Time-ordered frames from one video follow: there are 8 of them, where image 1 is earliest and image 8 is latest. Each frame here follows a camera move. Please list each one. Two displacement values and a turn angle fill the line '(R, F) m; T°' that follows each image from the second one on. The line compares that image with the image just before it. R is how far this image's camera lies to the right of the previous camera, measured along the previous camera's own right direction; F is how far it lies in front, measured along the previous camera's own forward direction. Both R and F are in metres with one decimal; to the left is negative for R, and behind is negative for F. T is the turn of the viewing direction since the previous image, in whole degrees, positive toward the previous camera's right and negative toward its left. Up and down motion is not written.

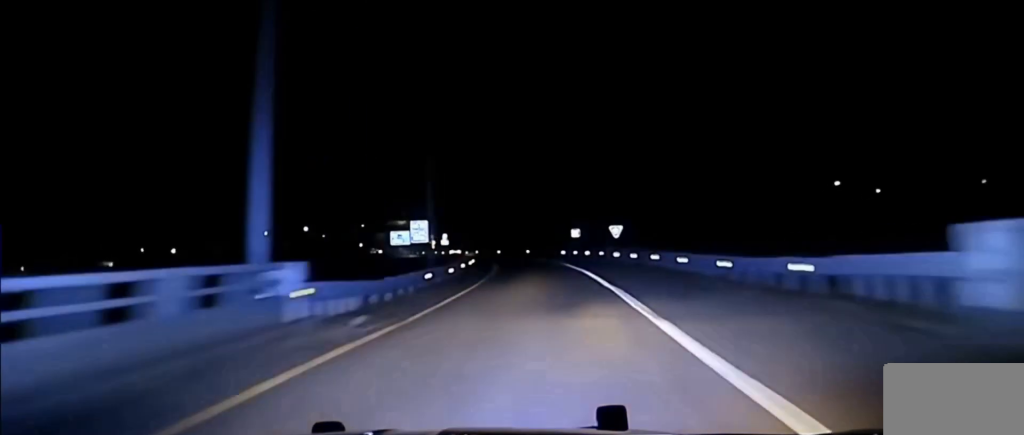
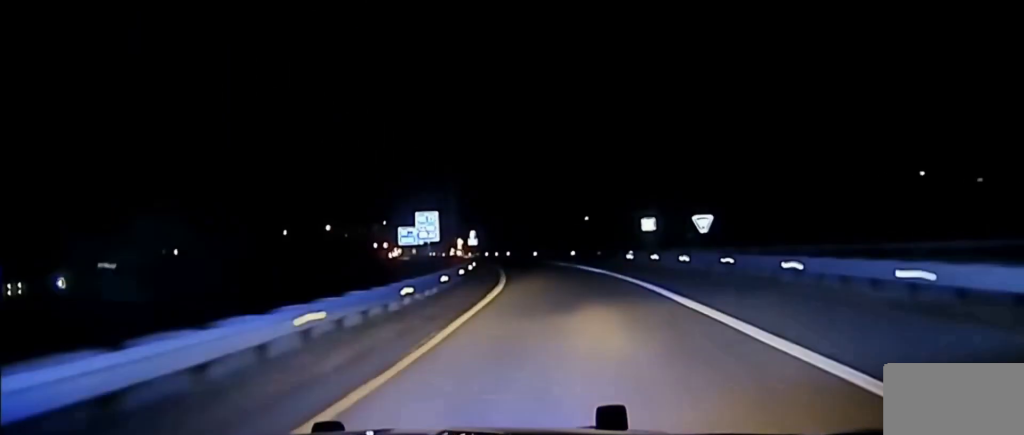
(-0.2, +33.5) m; -1°
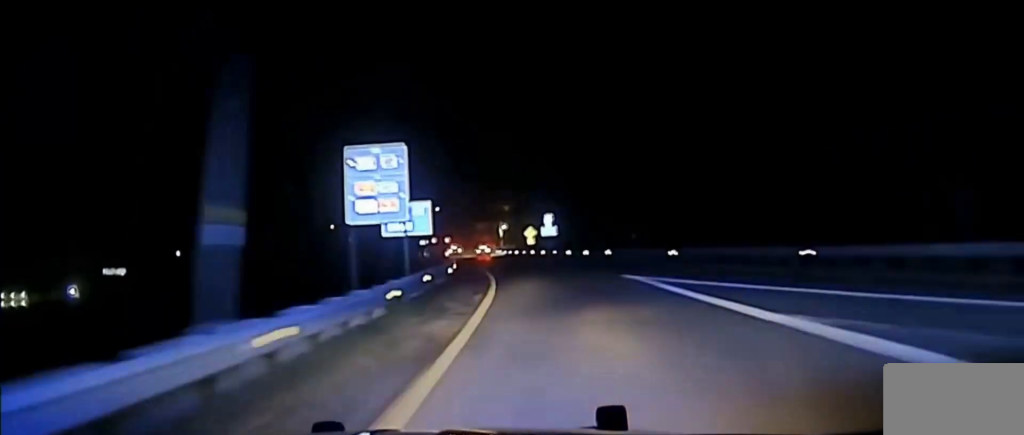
(-2.2, +64.7) m; -5°
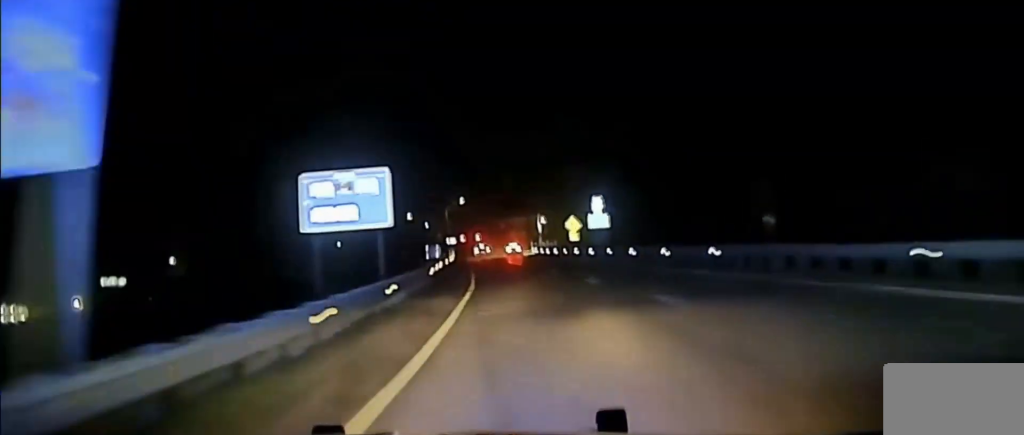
(-0.5, +25.6) m; -3°
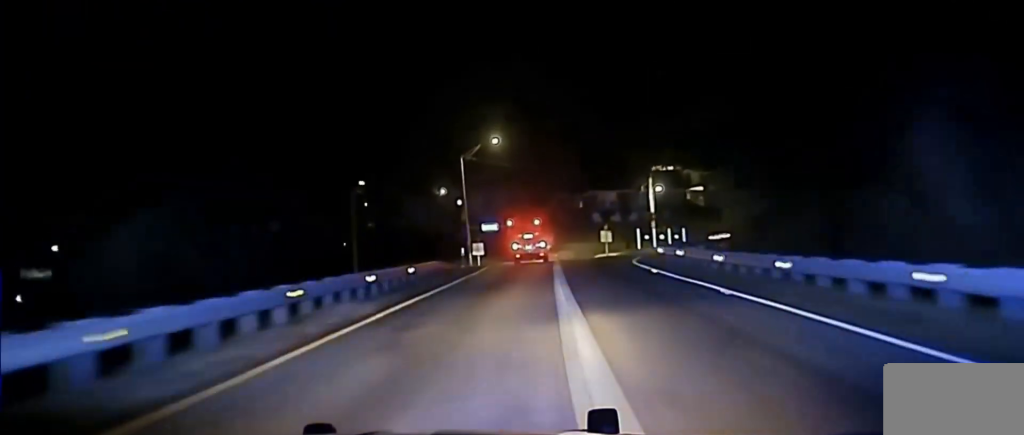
(-6.7, +82.6) m; -8°
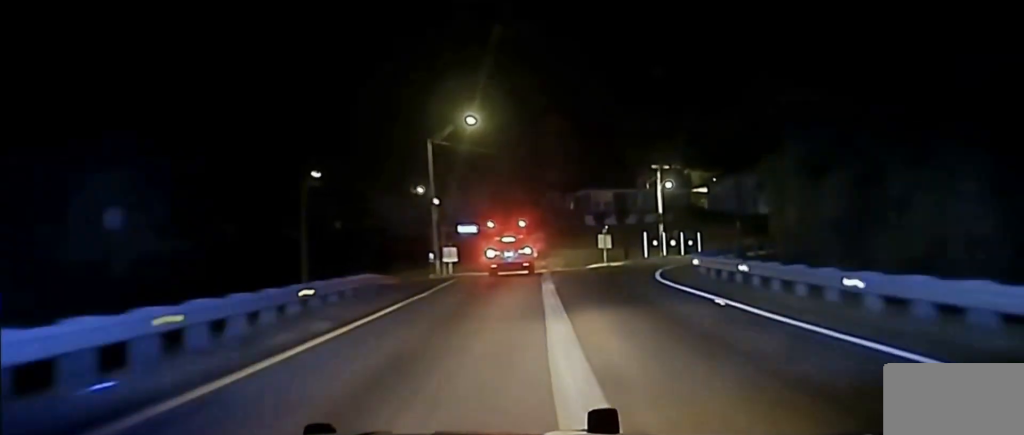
(-0.2, +15.2) m; 0°
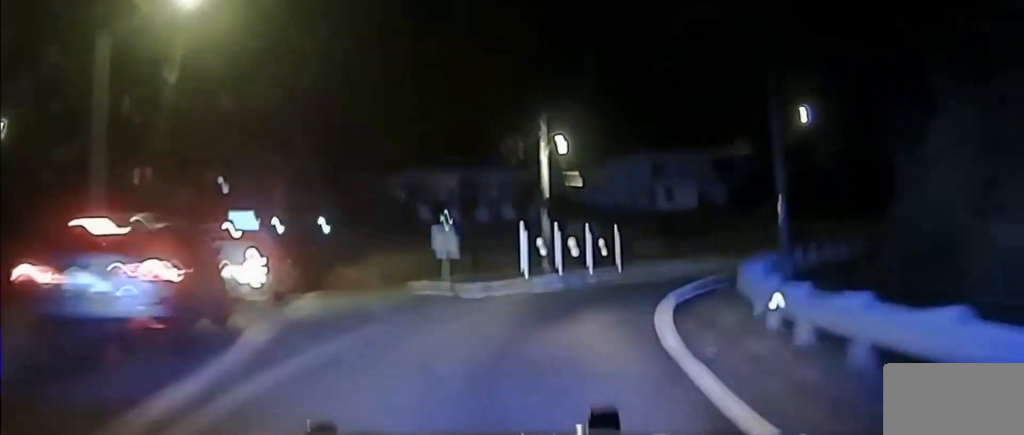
(+0.2, +29.6) m; +8°
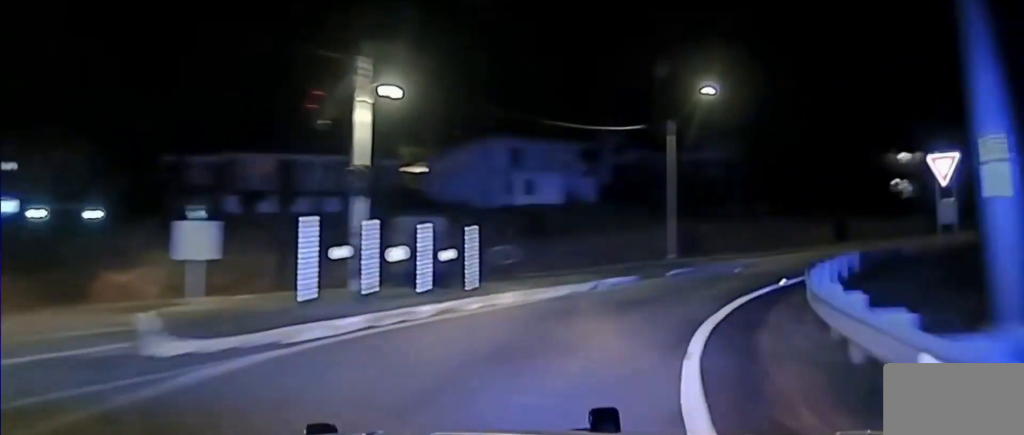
(+1.4, +15.5) m; +9°
